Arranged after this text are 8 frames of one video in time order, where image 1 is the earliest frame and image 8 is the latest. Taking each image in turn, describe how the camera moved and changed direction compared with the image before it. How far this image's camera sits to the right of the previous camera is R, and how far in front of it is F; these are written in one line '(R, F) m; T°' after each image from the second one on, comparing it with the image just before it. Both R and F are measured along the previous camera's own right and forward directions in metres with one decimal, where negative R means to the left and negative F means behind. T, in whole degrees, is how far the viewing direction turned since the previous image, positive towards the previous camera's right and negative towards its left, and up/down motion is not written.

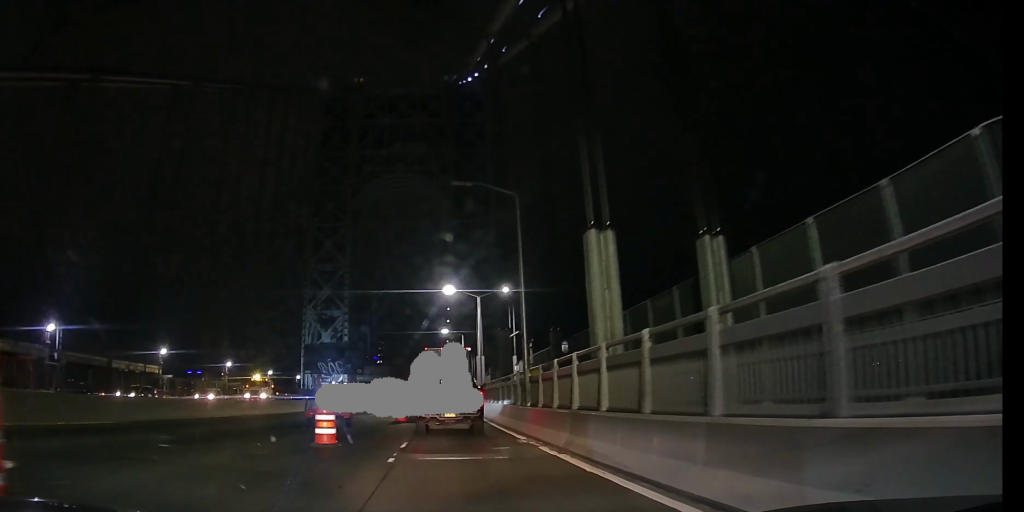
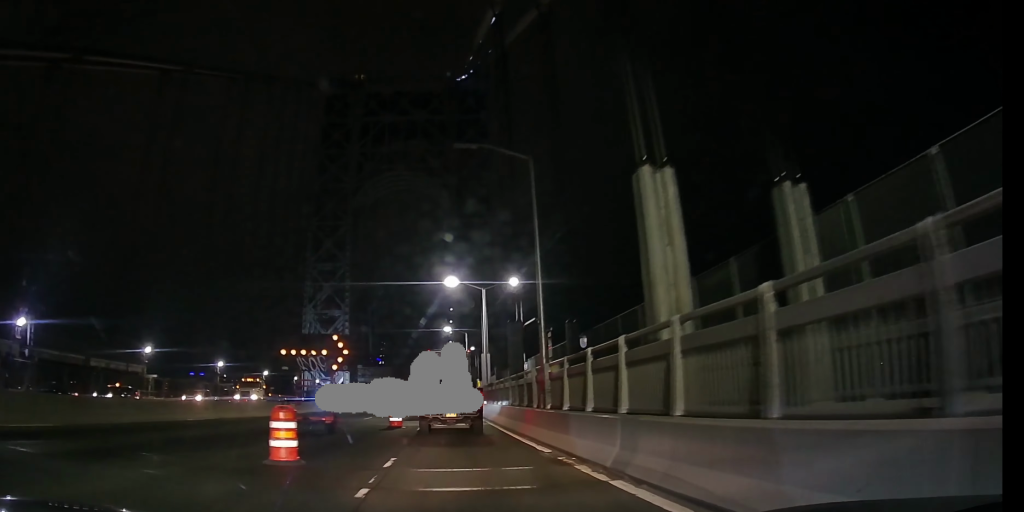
(+0.1, +2.7) m; -2°
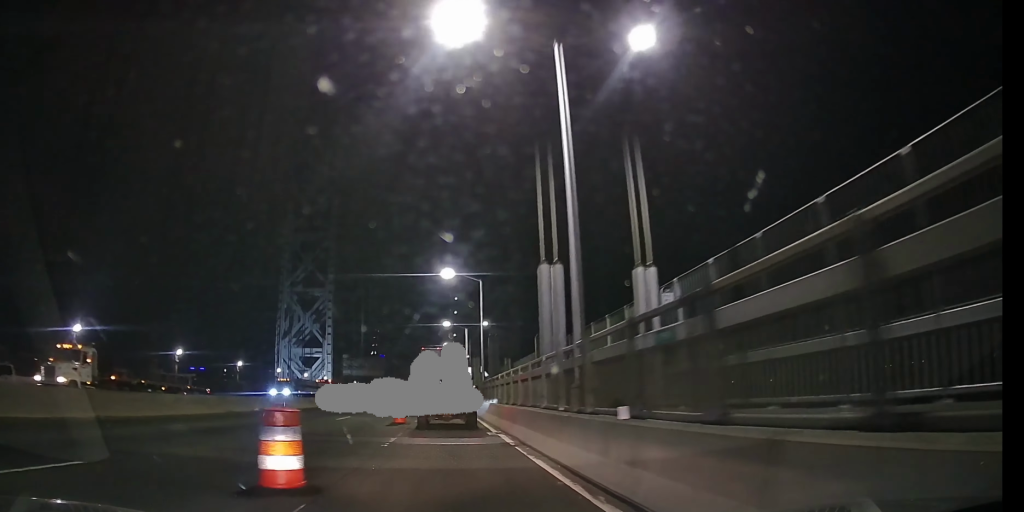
(-0.3, +24.3) m; +1°
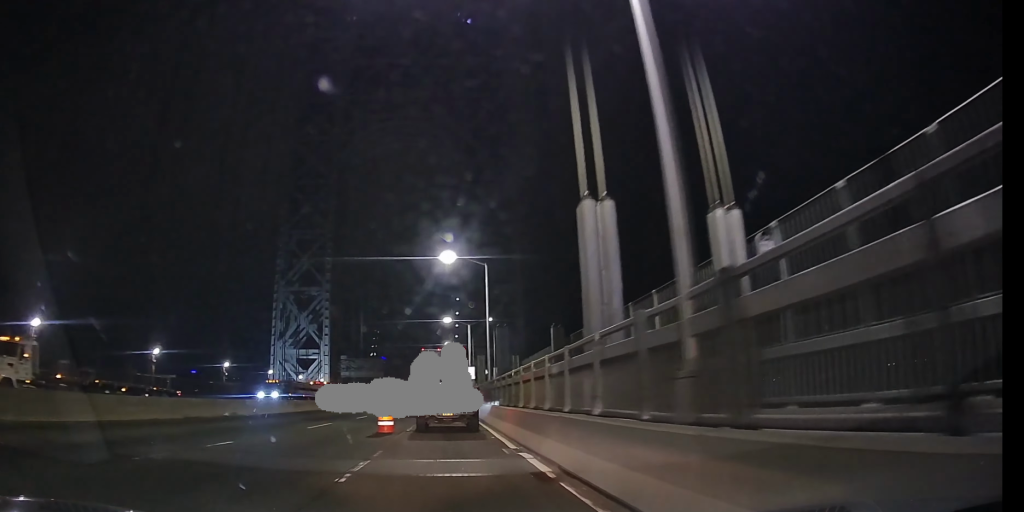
(0.0, +4.9) m; 0°
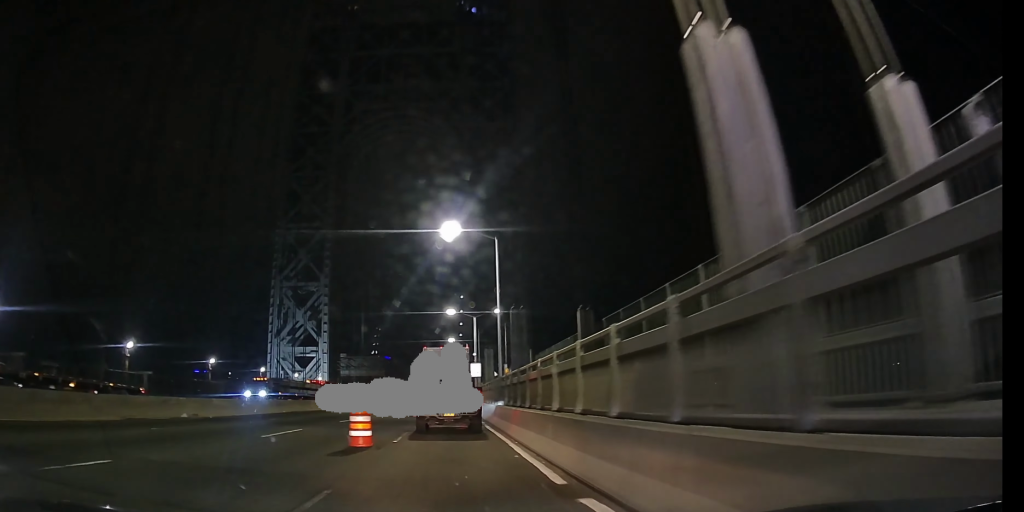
(0.0, +5.4) m; 0°
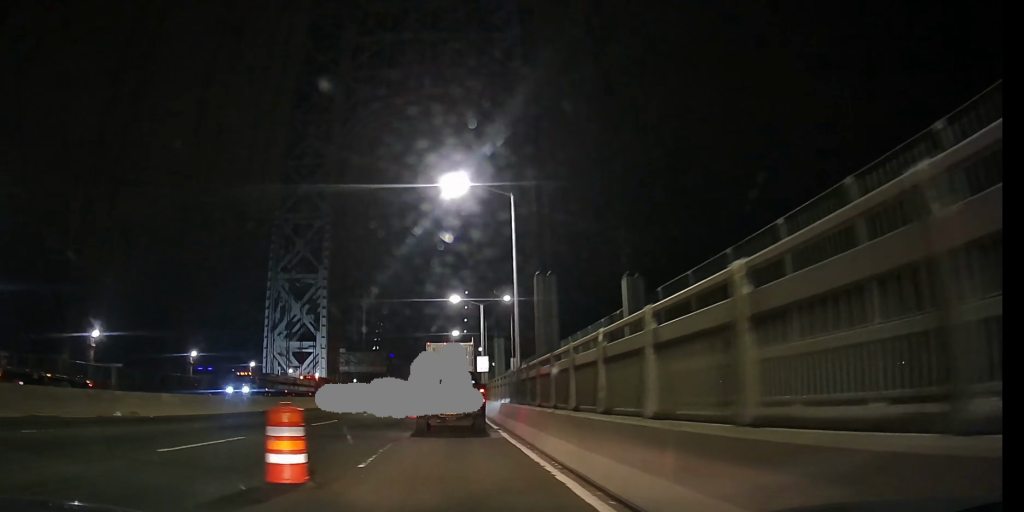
(0.0, +6.3) m; -1°
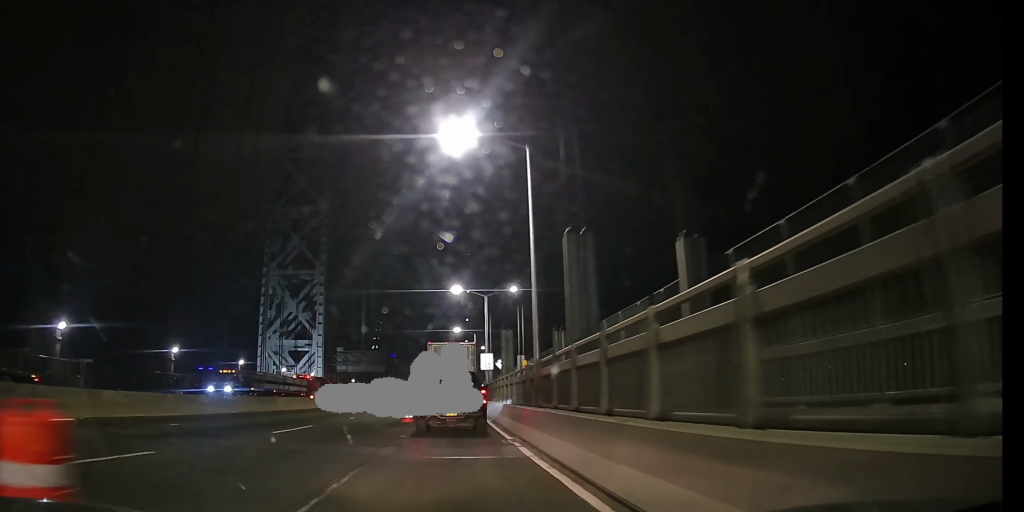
(+0.1, +5.1) m; -1°
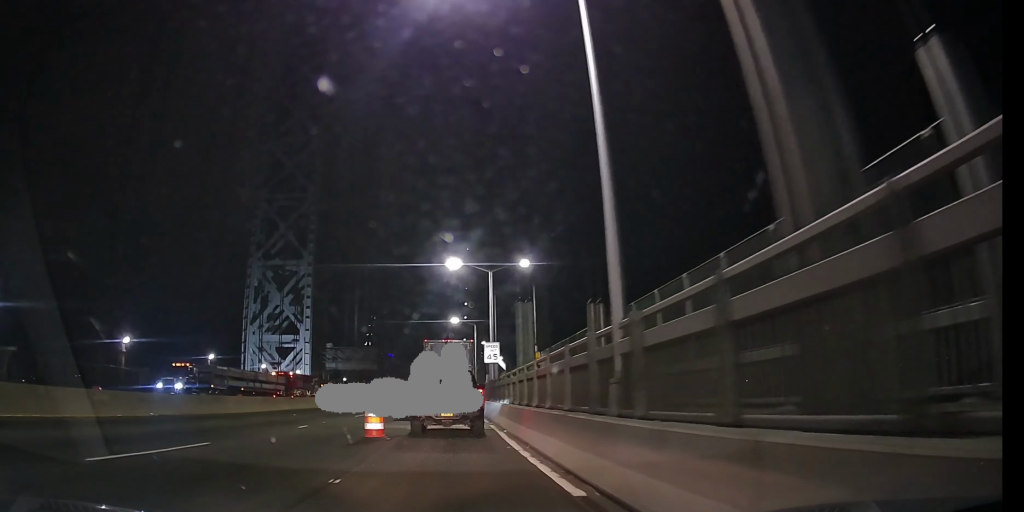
(-0.3, +9.9) m; +1°
